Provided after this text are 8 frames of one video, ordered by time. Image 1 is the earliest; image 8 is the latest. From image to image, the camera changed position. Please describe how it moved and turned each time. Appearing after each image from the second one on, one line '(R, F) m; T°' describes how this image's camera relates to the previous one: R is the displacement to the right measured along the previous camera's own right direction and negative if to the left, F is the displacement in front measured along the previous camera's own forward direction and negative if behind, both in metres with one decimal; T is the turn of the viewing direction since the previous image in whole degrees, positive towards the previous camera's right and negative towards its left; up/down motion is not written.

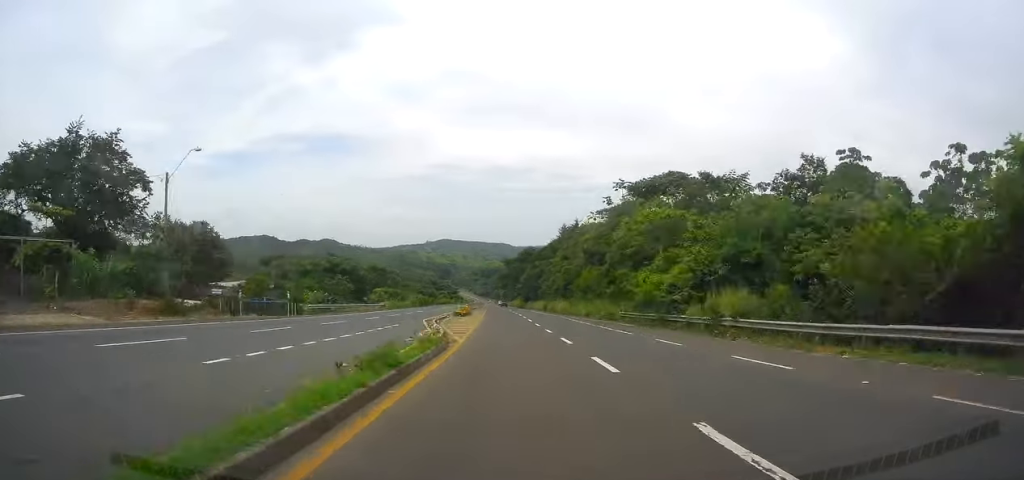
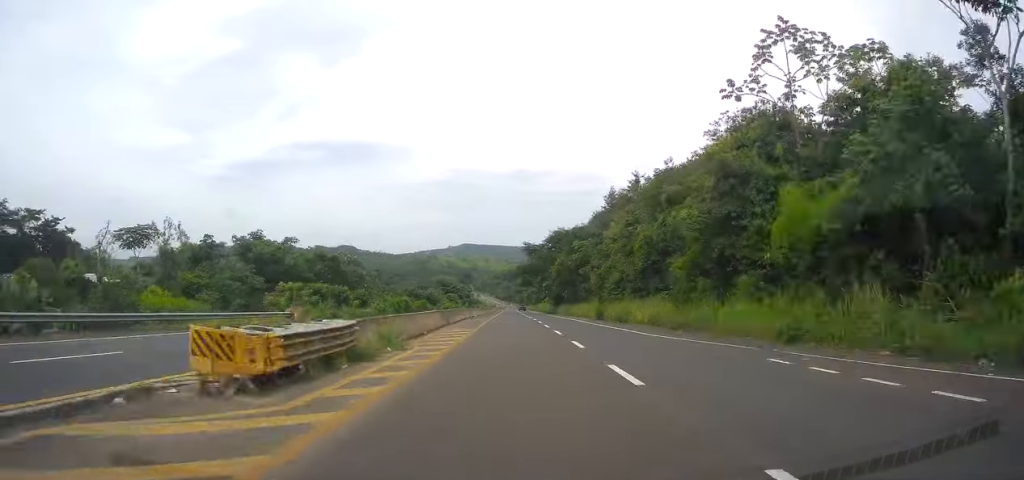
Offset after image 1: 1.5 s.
(-0.6, +42.0) m; -2°
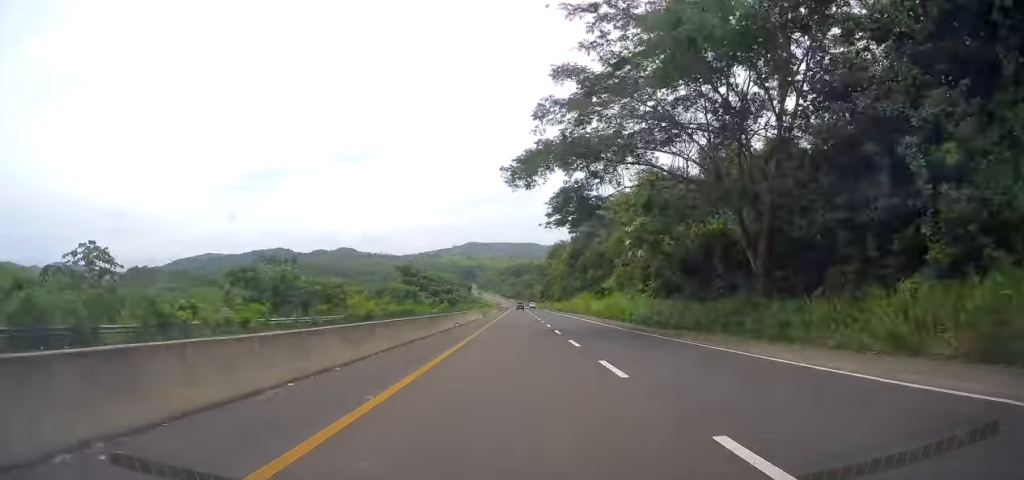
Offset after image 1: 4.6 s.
(-2.1, +86.7) m; -1°
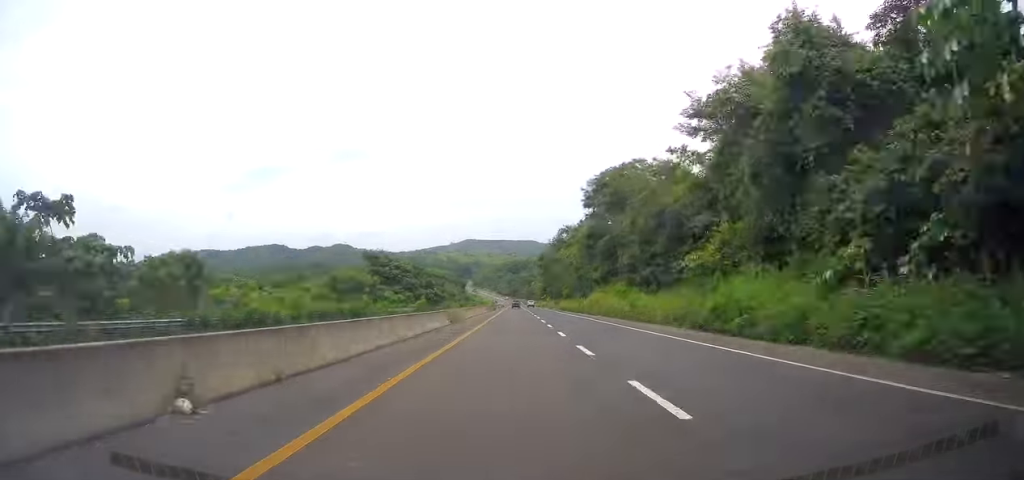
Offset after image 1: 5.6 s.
(+0.4, +28.4) m; 0°
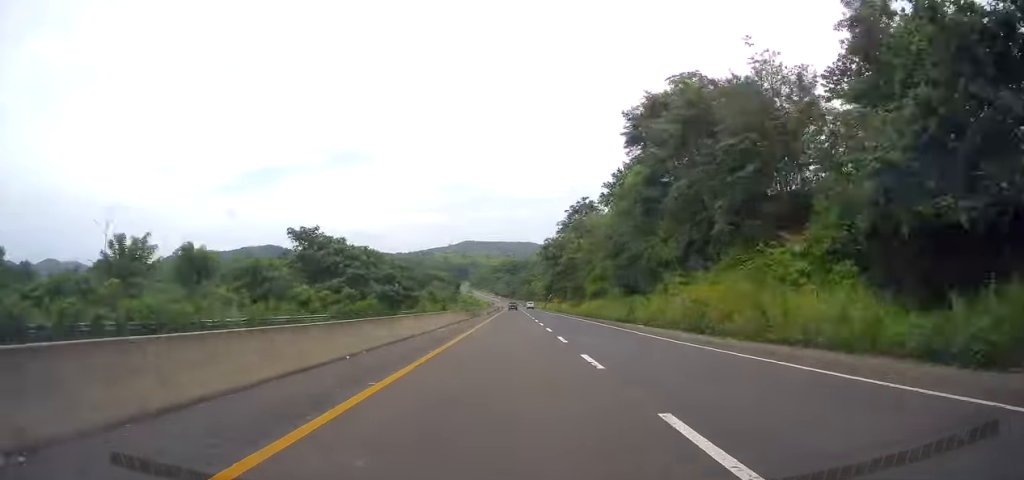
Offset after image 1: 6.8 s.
(+0.2, +35.5) m; 0°
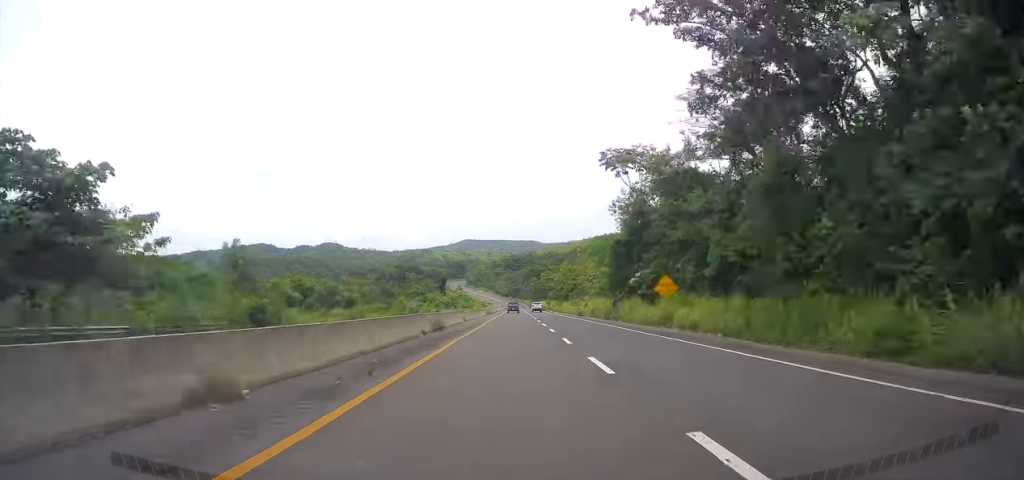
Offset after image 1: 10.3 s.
(-0.7, +98.0) m; 0°
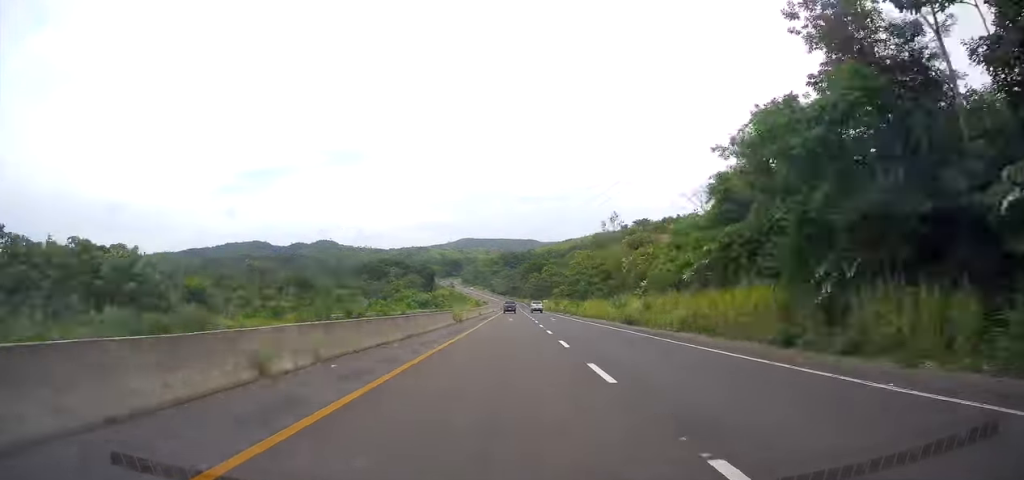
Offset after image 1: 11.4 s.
(0.0, +33.6) m; 0°
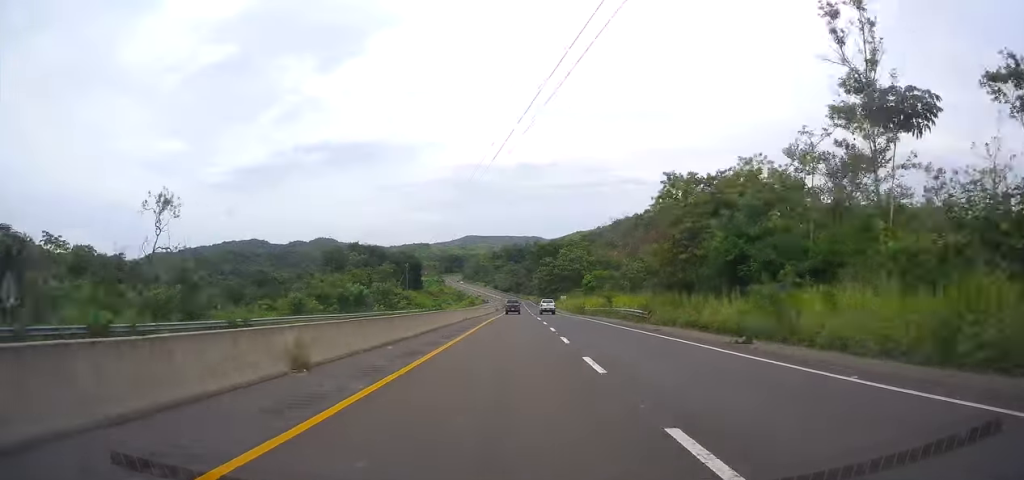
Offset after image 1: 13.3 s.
(0.0, +55.0) m; 0°
